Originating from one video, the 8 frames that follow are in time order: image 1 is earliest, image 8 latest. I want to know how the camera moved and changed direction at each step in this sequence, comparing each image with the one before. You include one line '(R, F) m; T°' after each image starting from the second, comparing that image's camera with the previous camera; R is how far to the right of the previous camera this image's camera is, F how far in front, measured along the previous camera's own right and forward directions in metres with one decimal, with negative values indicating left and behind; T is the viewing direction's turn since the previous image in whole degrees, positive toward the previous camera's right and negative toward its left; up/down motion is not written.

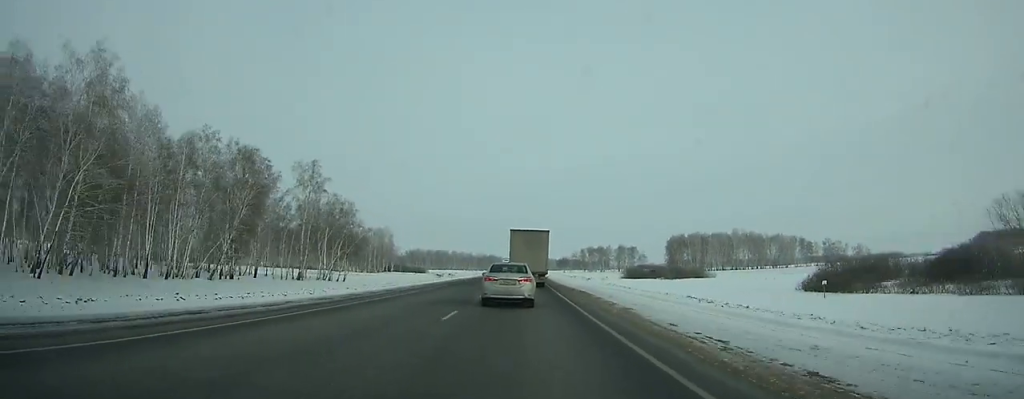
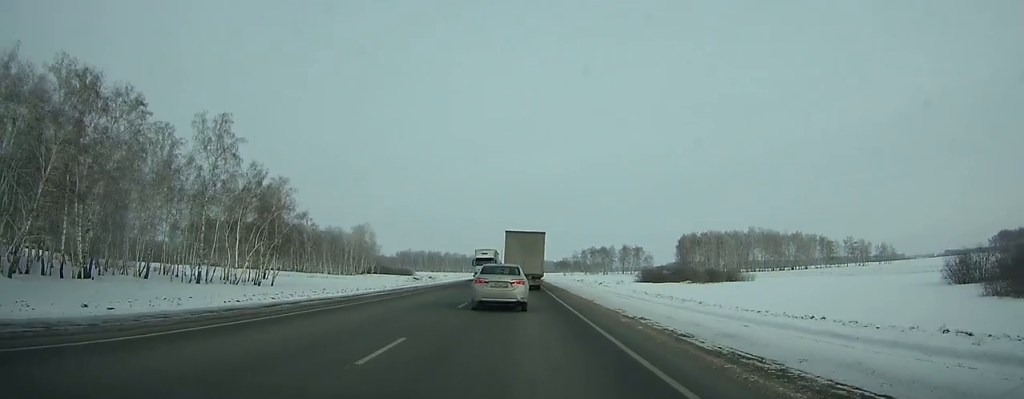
(0.0, +30.8) m; 0°
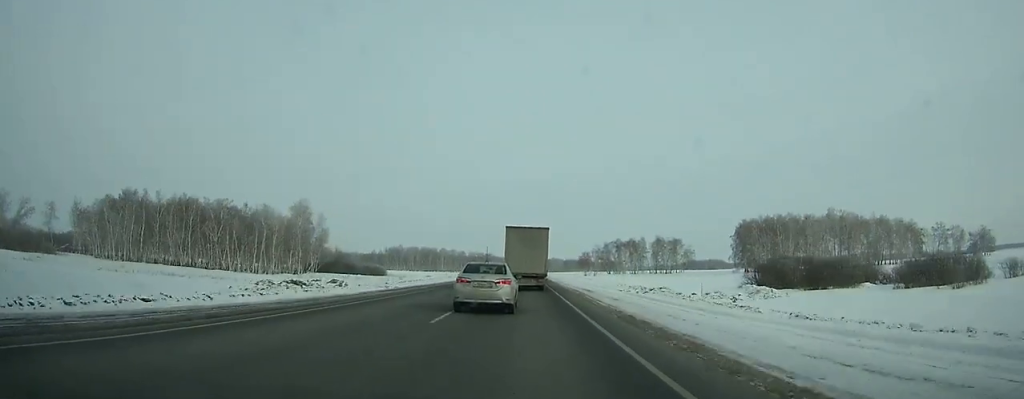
(0.0, +78.2) m; 0°
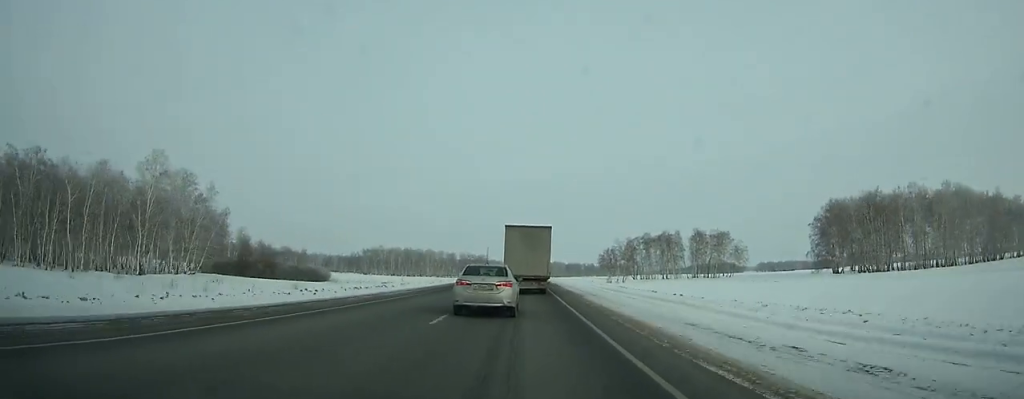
(-0.5, +70.6) m; -1°
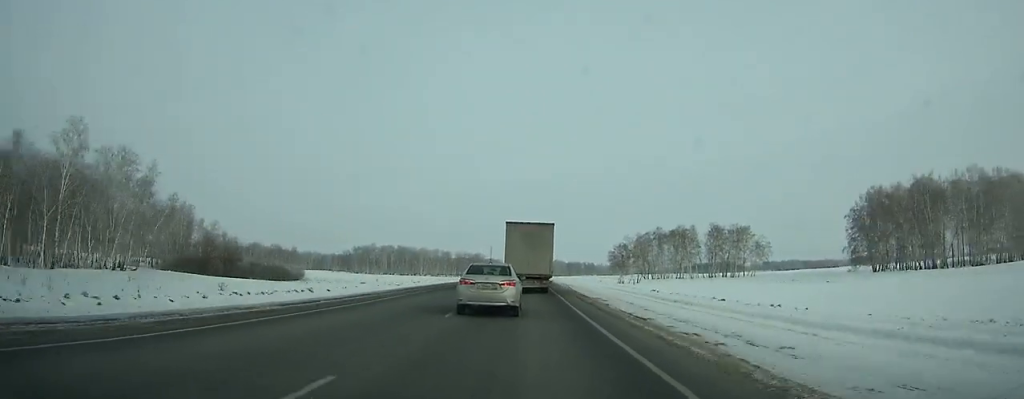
(-0.1, +22.4) m; 0°
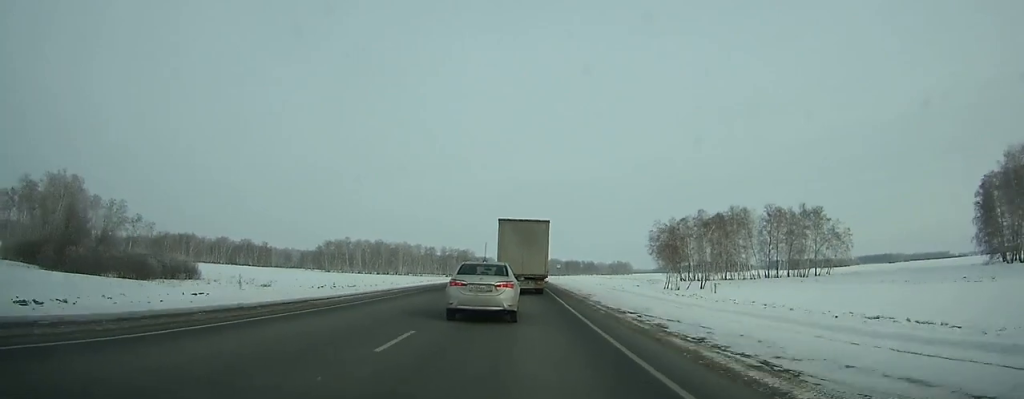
(+0.2, +53.9) m; +1°
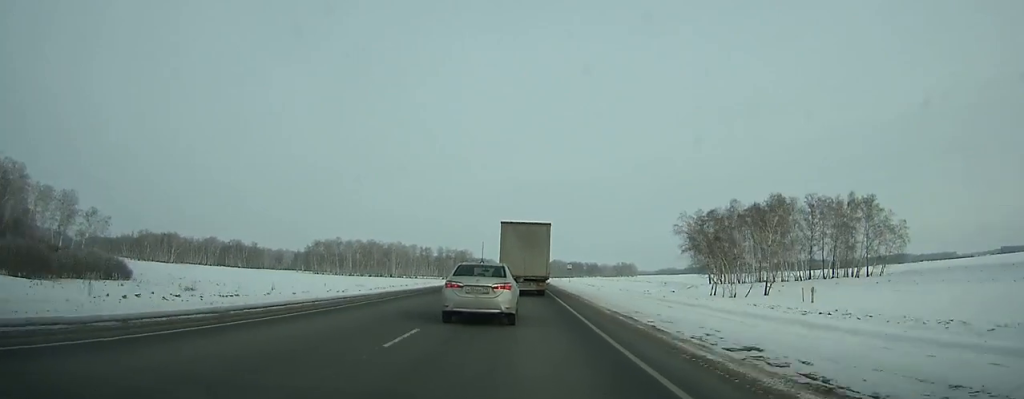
(+0.2, +23.7) m; 0°
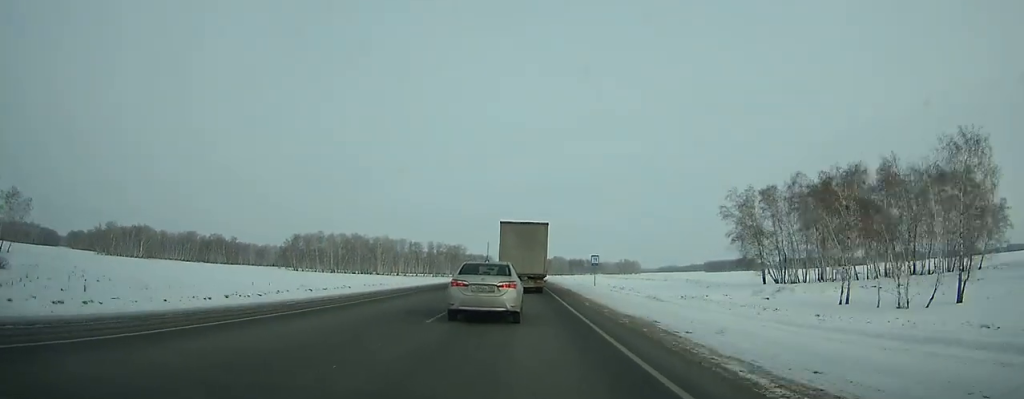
(-0.1, +31.3) m; 0°
